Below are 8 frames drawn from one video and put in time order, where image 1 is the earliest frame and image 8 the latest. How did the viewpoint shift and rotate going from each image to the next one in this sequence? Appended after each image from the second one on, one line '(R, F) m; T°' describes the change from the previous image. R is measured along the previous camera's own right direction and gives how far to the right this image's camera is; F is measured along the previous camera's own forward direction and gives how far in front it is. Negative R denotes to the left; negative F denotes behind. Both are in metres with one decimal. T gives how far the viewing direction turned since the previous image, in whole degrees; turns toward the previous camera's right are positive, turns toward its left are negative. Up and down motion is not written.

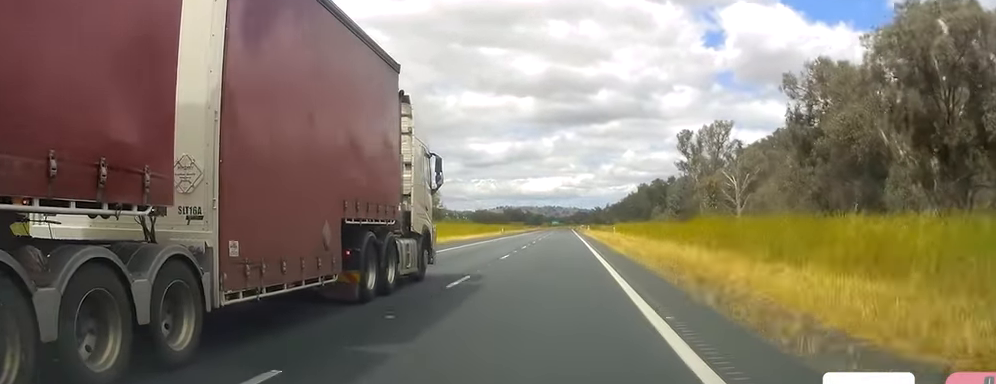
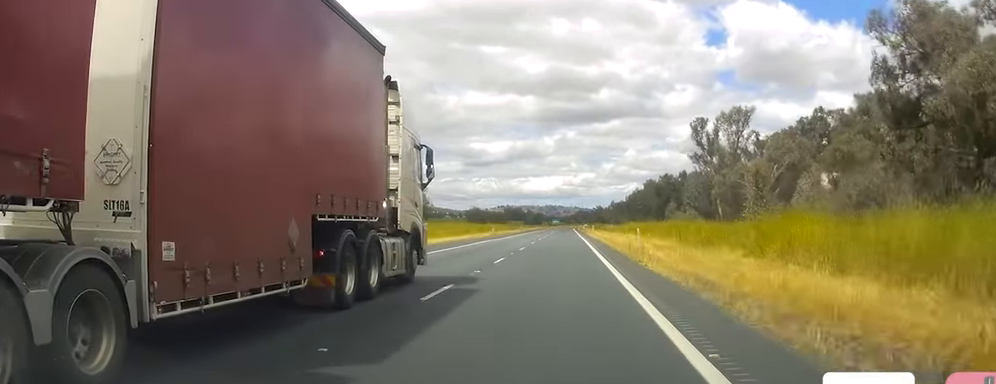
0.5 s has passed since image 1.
(+0.3, +14.8) m; 0°
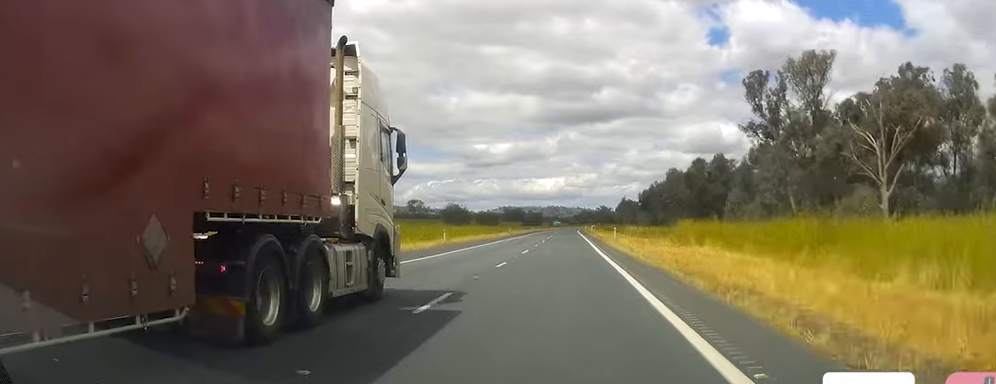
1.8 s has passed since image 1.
(-0.5, +37.5) m; -1°
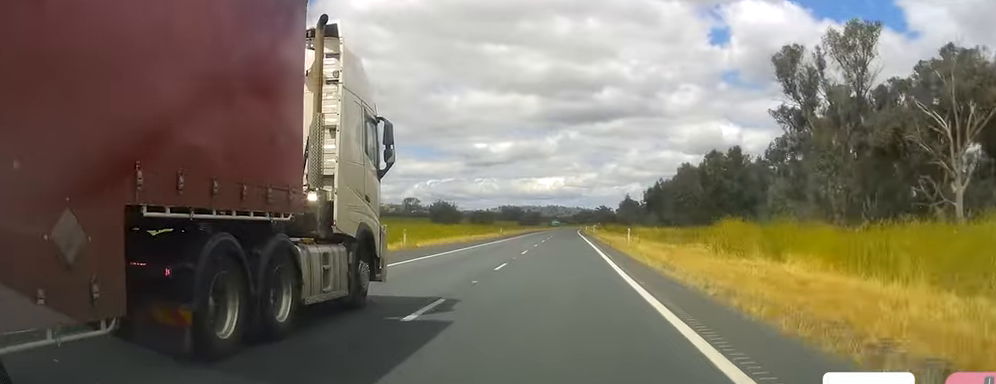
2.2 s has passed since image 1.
(0.0, +12.9) m; 0°
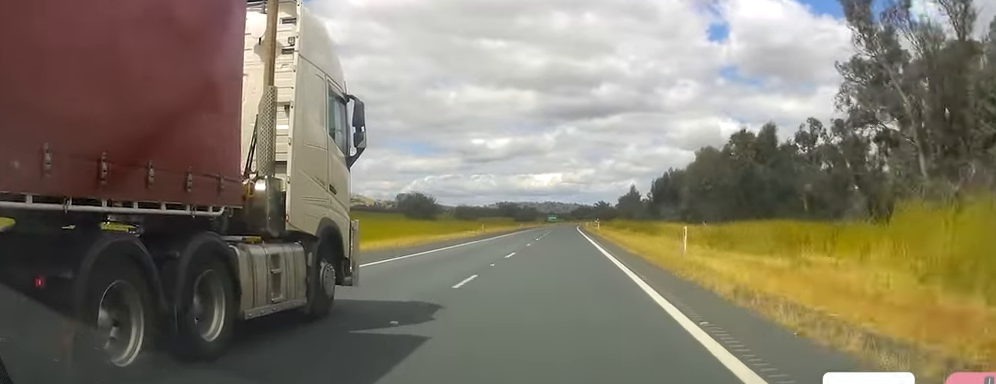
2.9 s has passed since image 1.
(0.0, +19.8) m; 0°
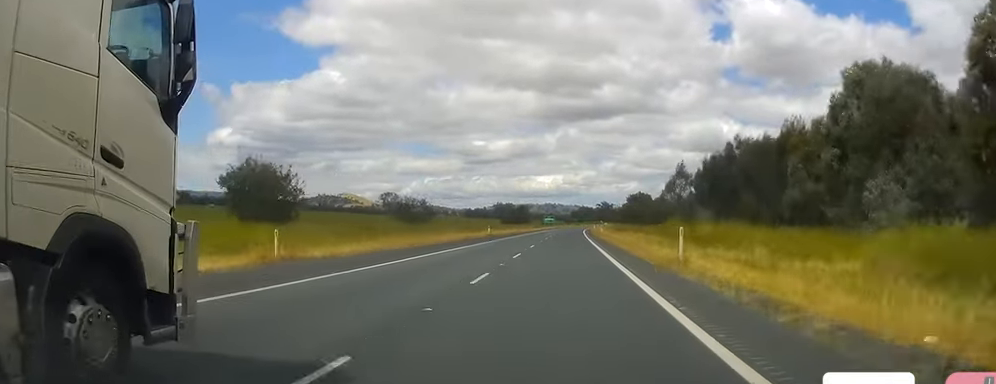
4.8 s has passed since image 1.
(+0.3, +58.3) m; +2°
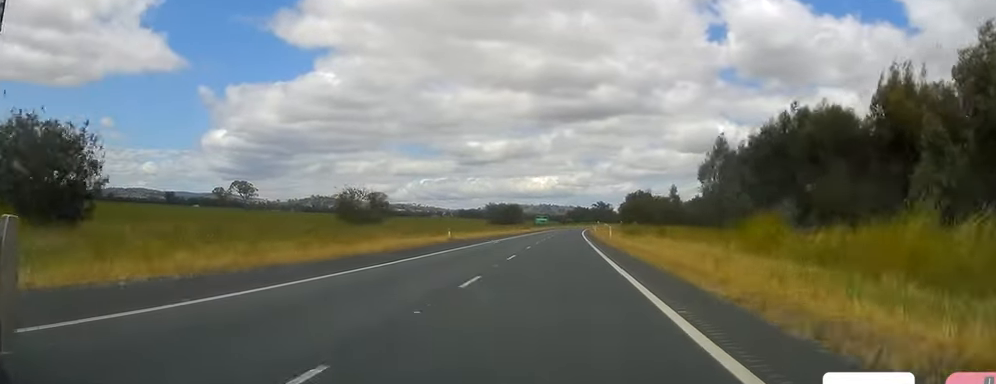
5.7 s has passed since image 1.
(+0.7, +24.7) m; 0°
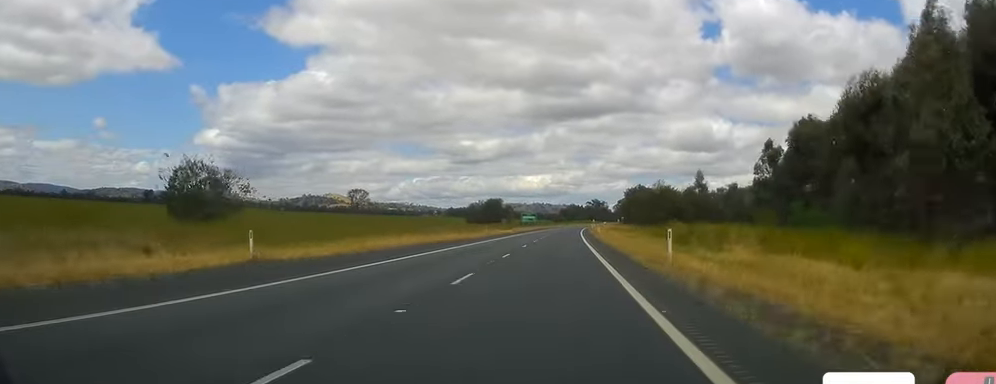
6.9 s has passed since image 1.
(-1.0, +35.5) m; -2°
